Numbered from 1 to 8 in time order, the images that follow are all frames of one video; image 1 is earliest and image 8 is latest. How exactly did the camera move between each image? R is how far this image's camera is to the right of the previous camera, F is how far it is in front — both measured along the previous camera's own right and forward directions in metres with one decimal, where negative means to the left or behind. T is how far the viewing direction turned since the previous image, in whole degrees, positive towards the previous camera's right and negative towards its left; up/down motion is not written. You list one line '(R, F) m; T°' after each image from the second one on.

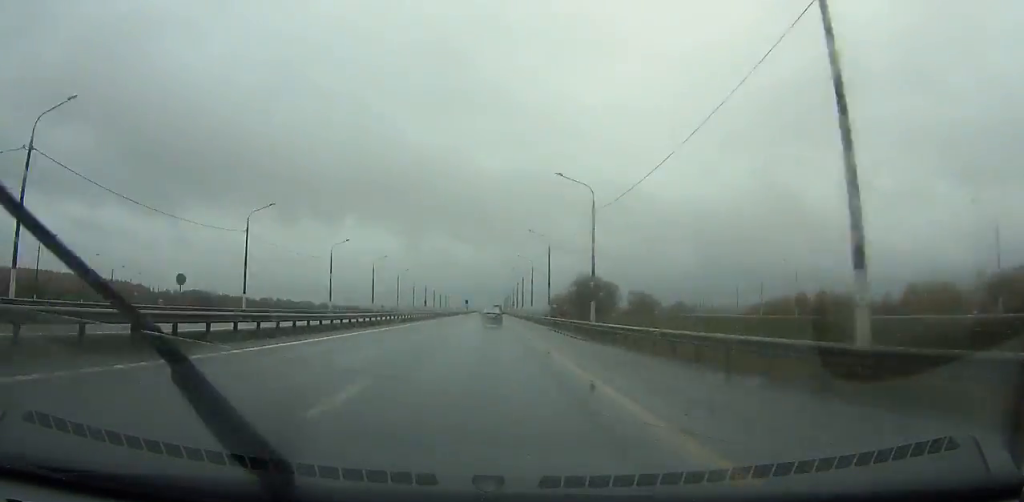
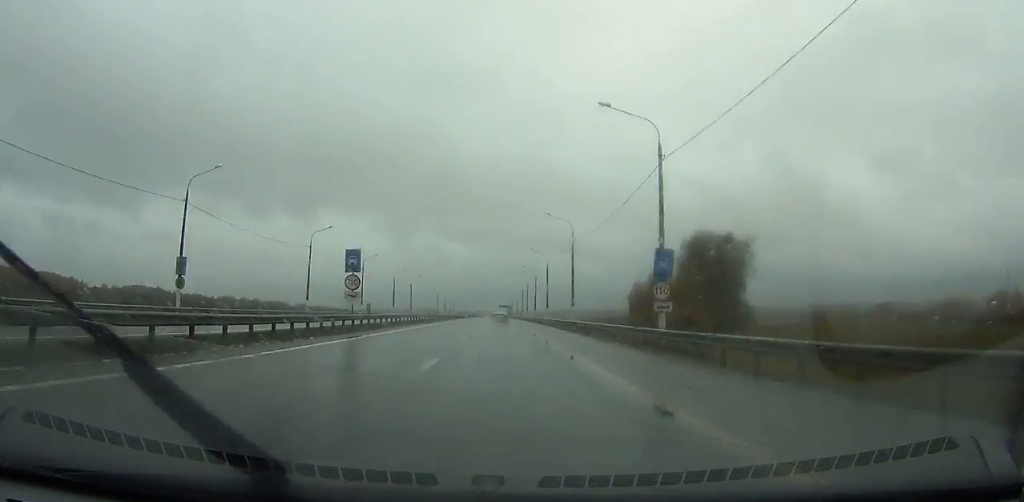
(-0.3, +165.1) m; 0°
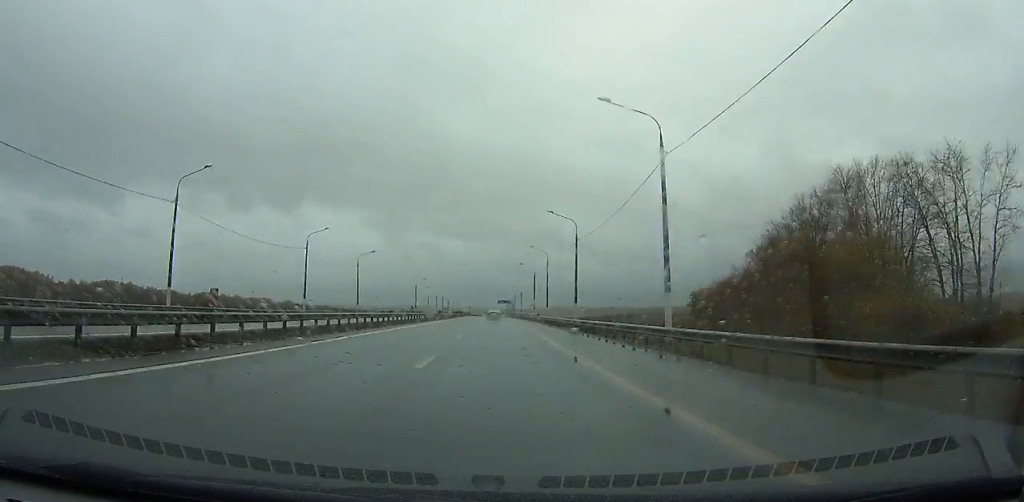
(0.0, +59.7) m; 0°
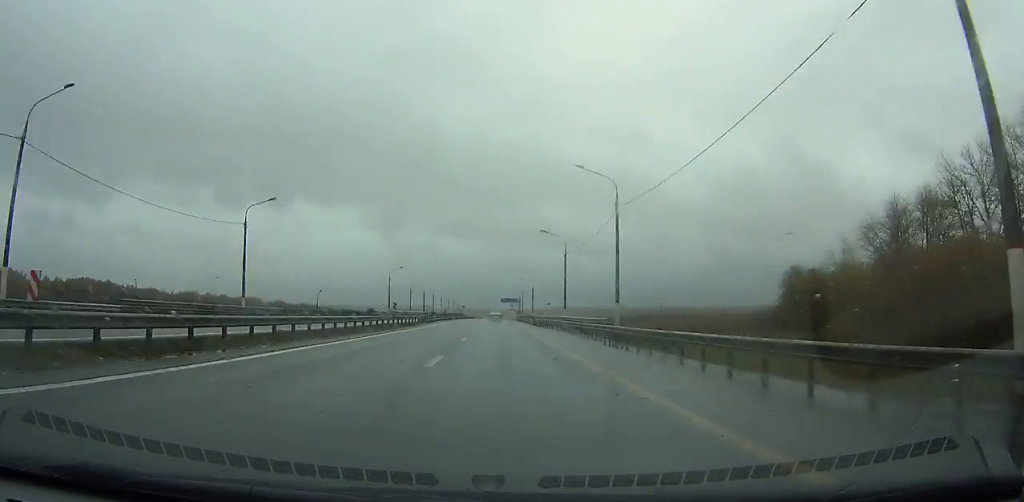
(-0.1, +46.9) m; 0°
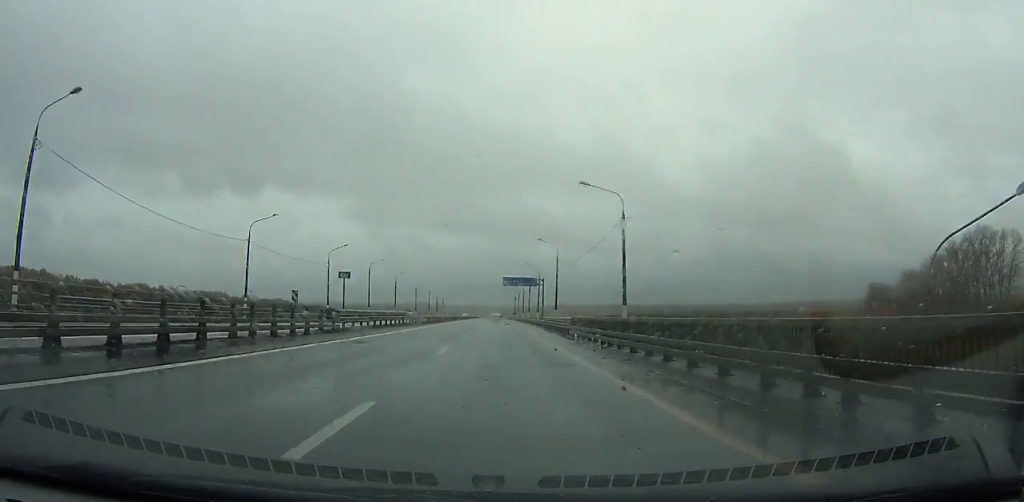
(+0.4, +104.4) m; 0°
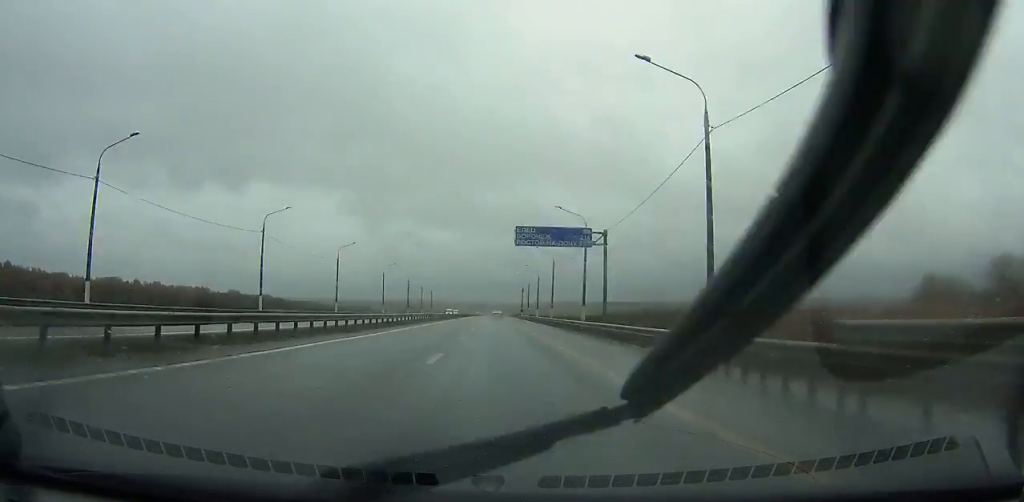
(+0.1, +51.8) m; 0°
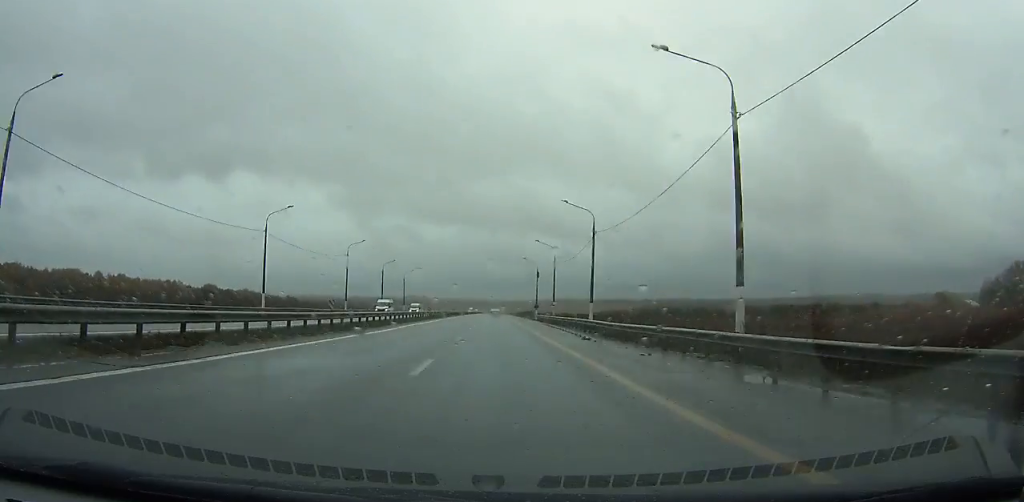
(-0.2, +61.5) m; 0°
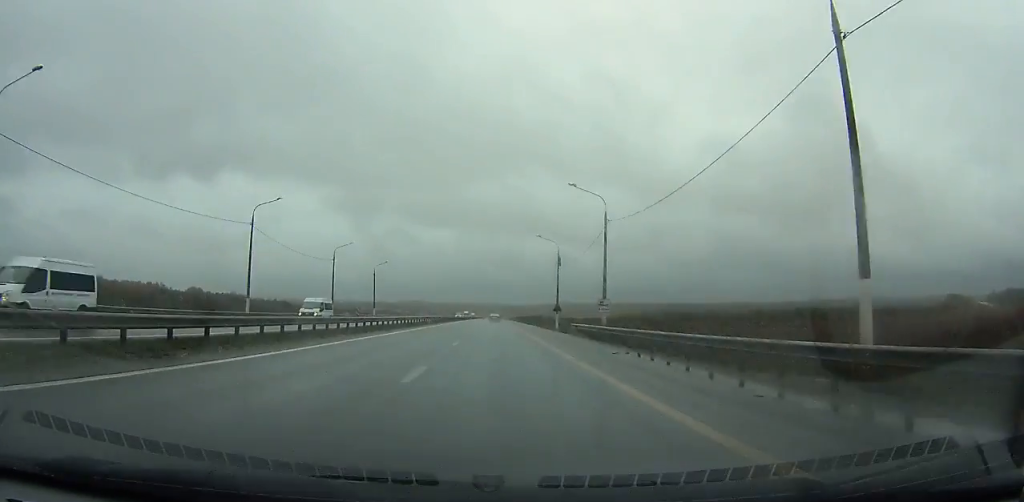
(0.0, +36.5) m; 0°
